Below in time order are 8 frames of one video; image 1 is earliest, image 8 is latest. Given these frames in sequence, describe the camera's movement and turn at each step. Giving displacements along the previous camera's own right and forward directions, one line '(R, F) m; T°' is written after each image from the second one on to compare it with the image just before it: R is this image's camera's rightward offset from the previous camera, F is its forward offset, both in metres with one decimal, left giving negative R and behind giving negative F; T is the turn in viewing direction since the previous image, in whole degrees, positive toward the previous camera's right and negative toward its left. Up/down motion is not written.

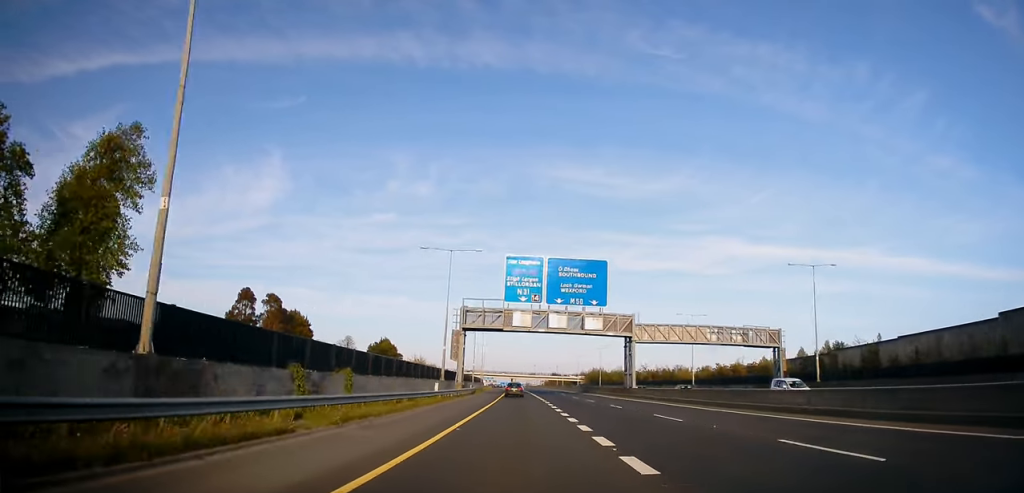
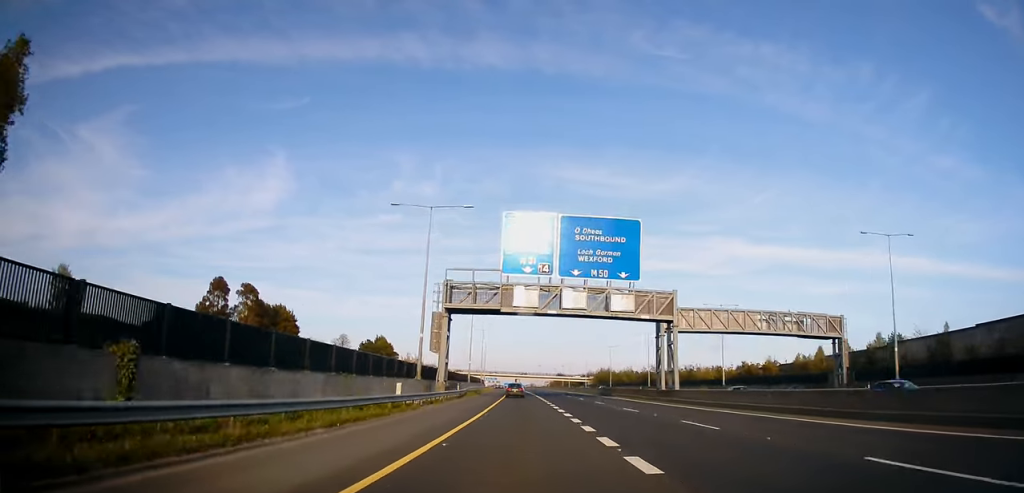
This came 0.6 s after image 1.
(-0.3, +15.3) m; 0°
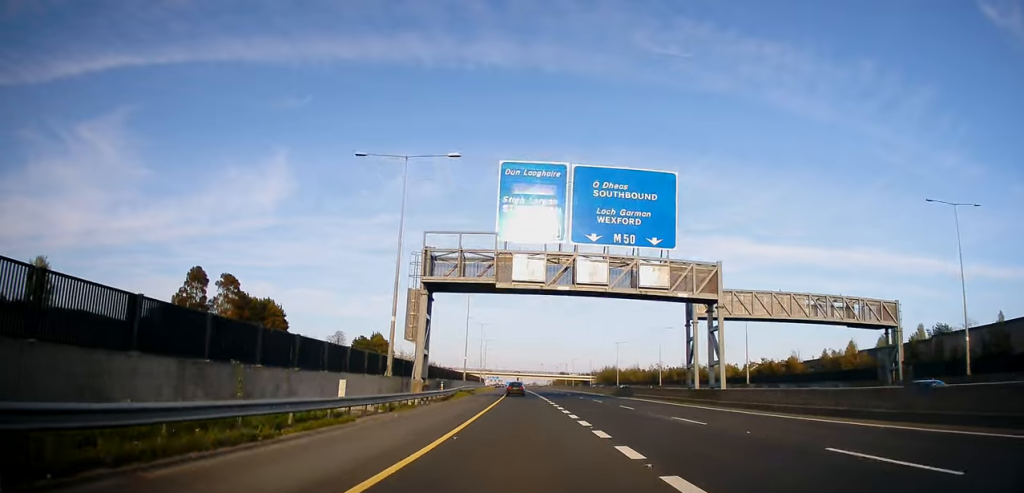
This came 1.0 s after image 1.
(-0.2, +10.2) m; 0°
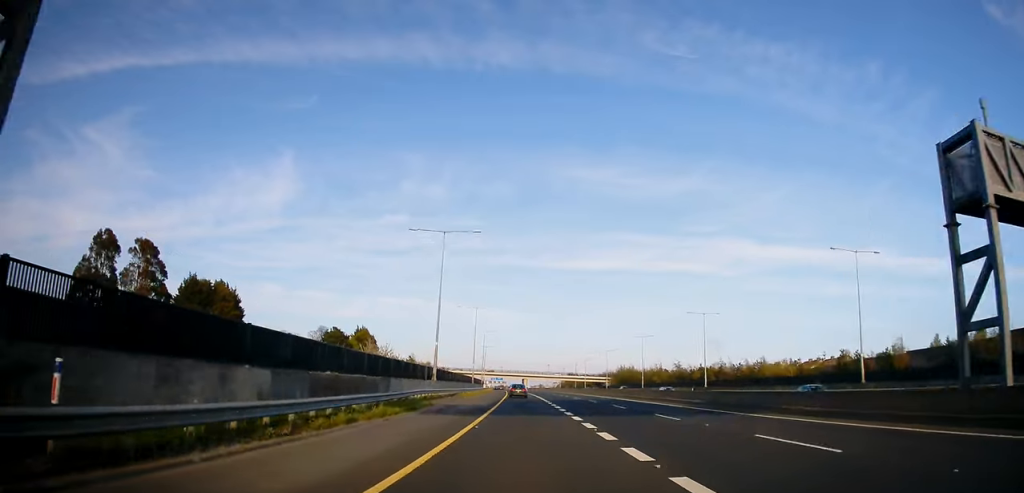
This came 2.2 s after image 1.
(+0.4, +31.3) m; 0°
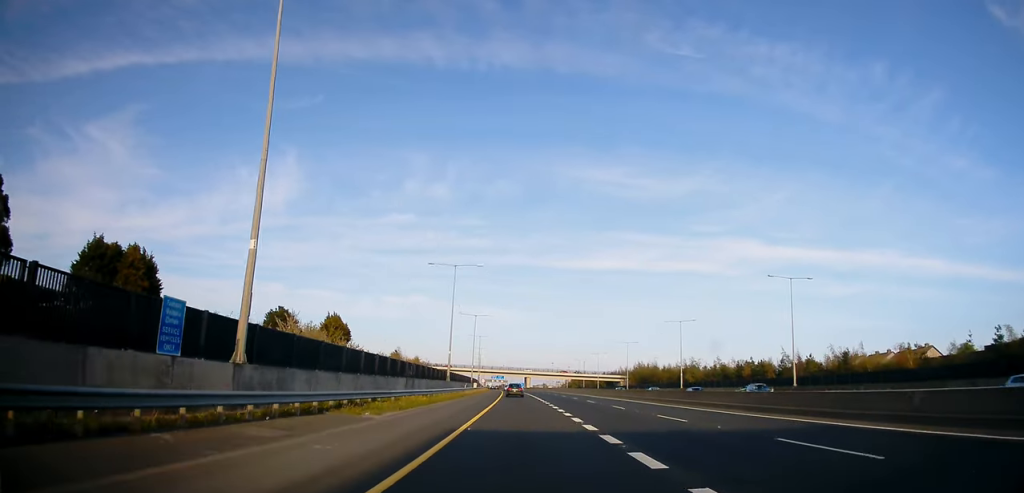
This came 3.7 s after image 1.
(-0.7, +36.0) m; 0°
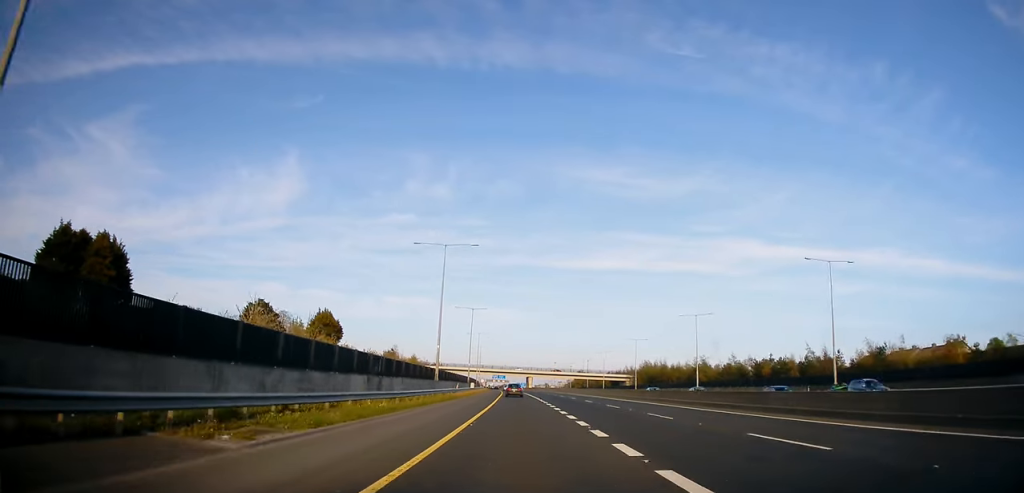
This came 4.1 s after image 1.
(-0.1, +9.9) m; 0°
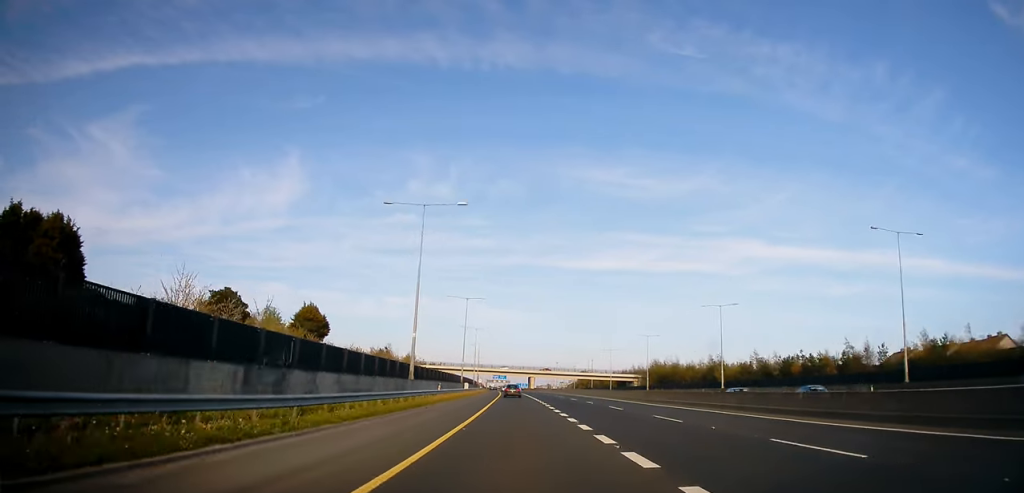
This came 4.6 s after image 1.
(+0.3, +12.8) m; -1°
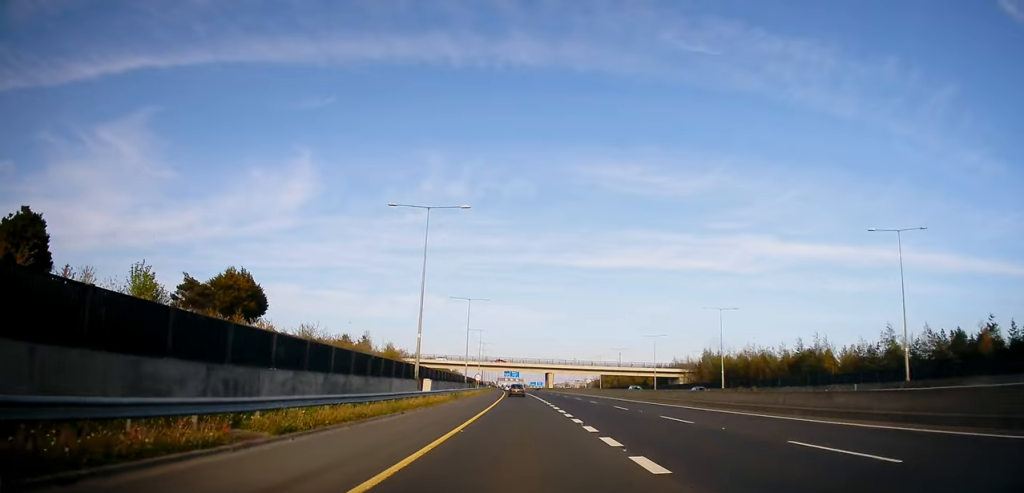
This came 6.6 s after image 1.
(-1.1, +47.7) m; -2°
